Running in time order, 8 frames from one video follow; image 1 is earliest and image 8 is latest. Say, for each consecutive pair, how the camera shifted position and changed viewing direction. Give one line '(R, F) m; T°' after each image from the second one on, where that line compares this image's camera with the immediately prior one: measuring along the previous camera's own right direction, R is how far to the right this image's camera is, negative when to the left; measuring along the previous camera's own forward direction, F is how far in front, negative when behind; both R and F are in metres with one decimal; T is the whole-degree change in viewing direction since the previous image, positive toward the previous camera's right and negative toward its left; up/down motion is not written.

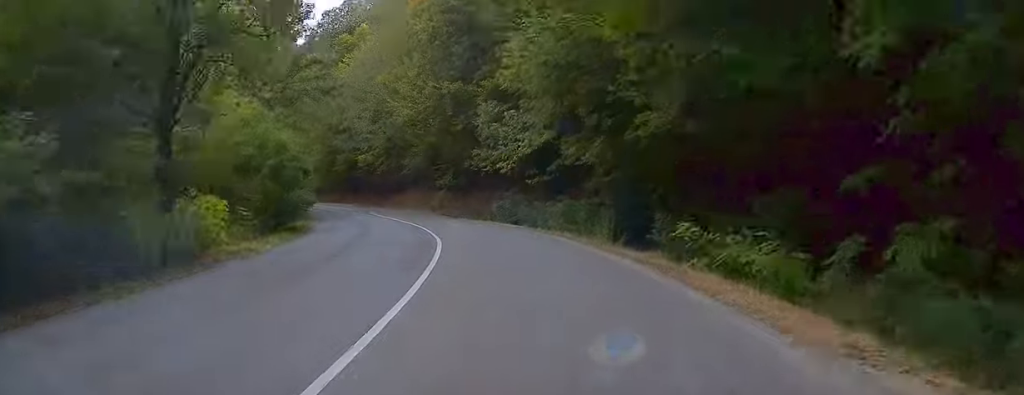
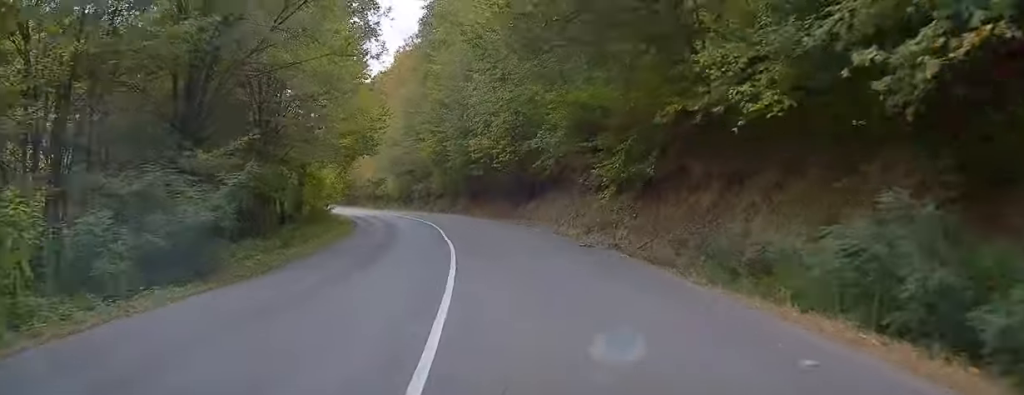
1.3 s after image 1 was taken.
(-2.9, +24.3) m; -11°
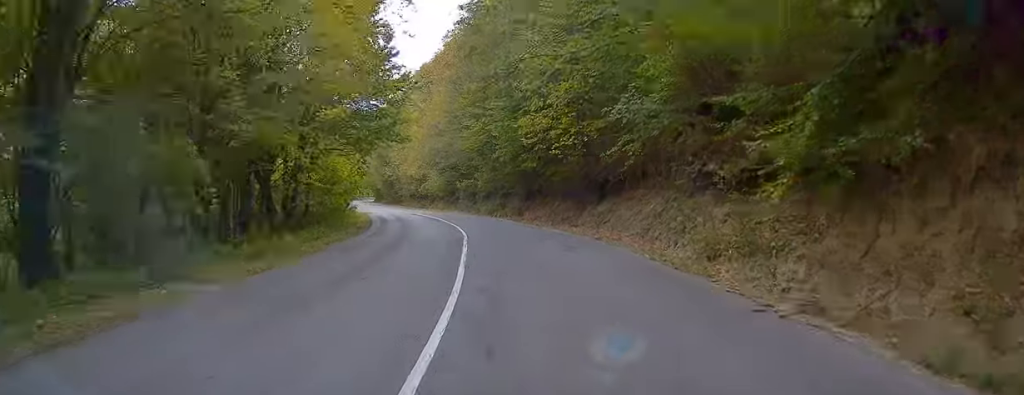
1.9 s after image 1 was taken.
(0.0, +10.4) m; -5°
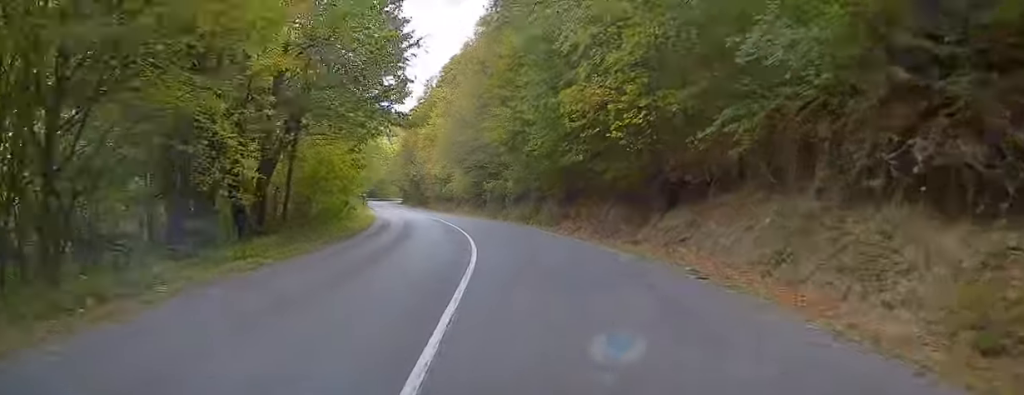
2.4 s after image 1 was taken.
(-0.5, +8.7) m; -4°
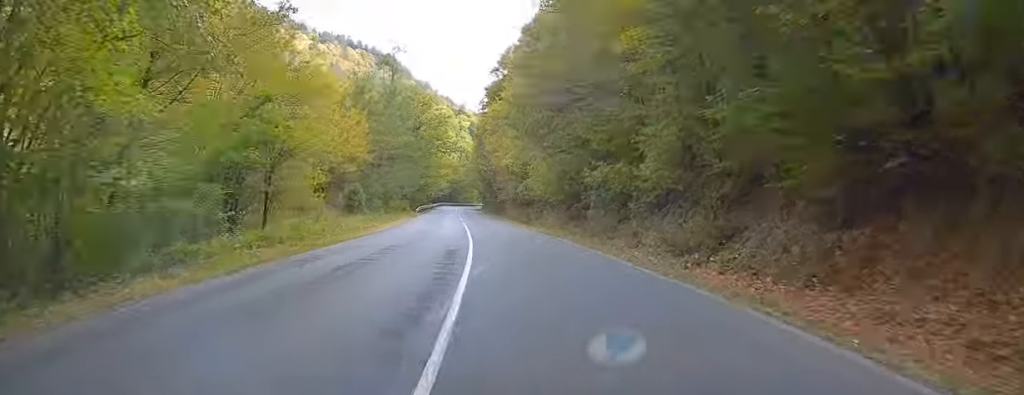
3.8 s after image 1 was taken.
(-2.8, +26.9) m; -10°
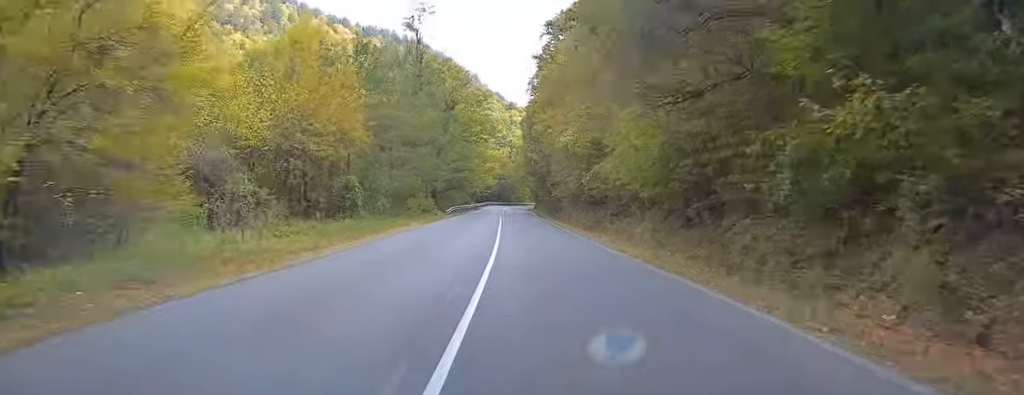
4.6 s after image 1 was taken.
(-0.7, +16.9) m; -4°
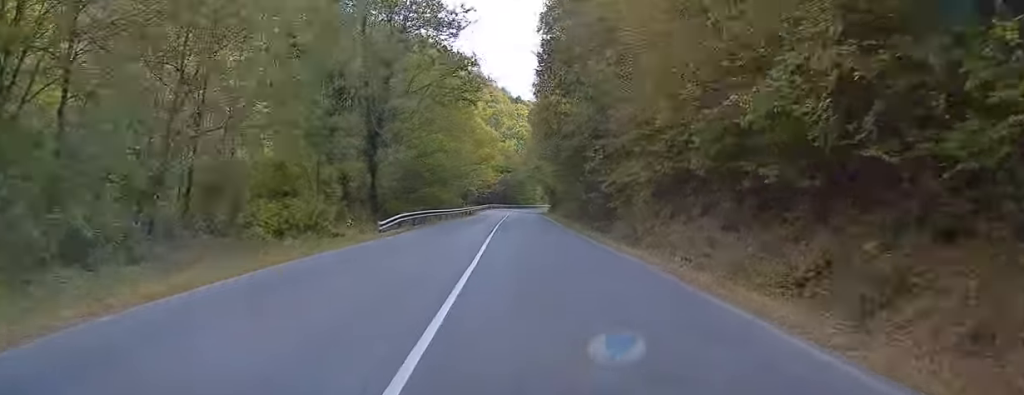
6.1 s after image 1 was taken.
(-1.5, +31.0) m; -4°
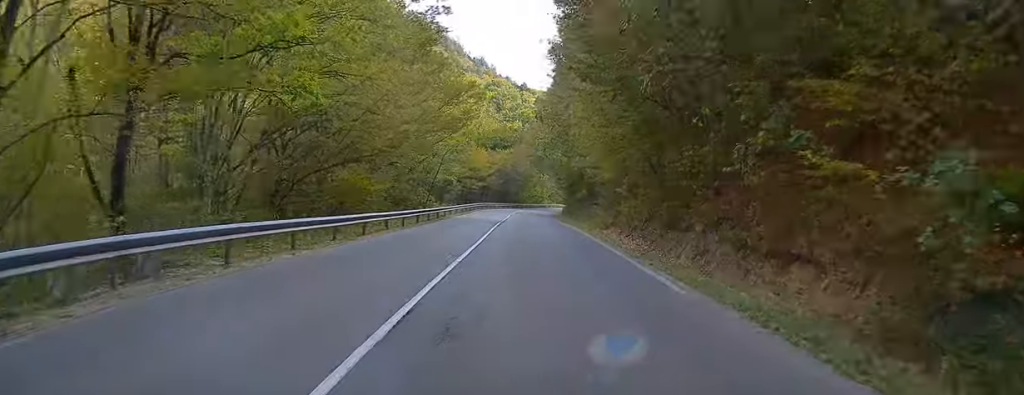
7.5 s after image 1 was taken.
(+0.2, +32.0) m; +1°
